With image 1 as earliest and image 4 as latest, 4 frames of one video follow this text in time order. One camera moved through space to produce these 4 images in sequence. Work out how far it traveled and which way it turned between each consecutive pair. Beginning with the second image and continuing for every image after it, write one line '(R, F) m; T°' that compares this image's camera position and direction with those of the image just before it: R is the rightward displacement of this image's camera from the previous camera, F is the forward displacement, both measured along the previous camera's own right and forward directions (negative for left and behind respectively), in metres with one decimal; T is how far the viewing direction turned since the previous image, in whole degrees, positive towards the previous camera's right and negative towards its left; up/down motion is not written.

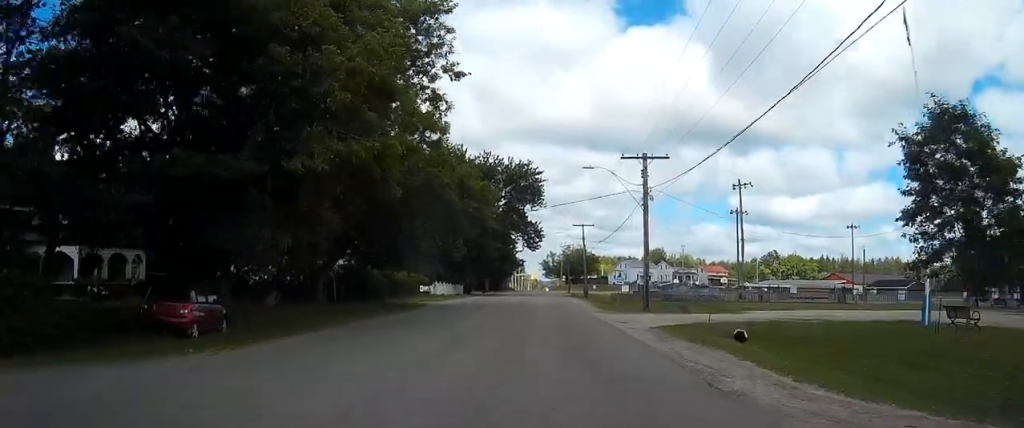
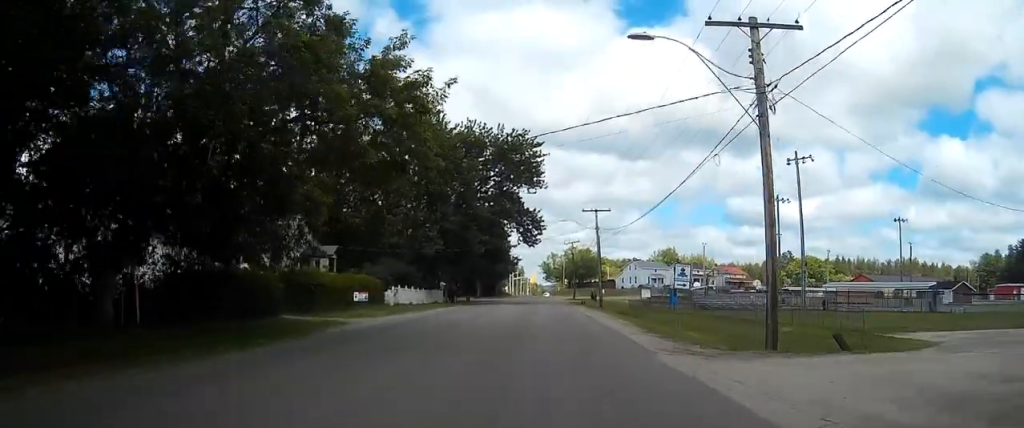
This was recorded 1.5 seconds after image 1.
(0.0, +20.8) m; 0°
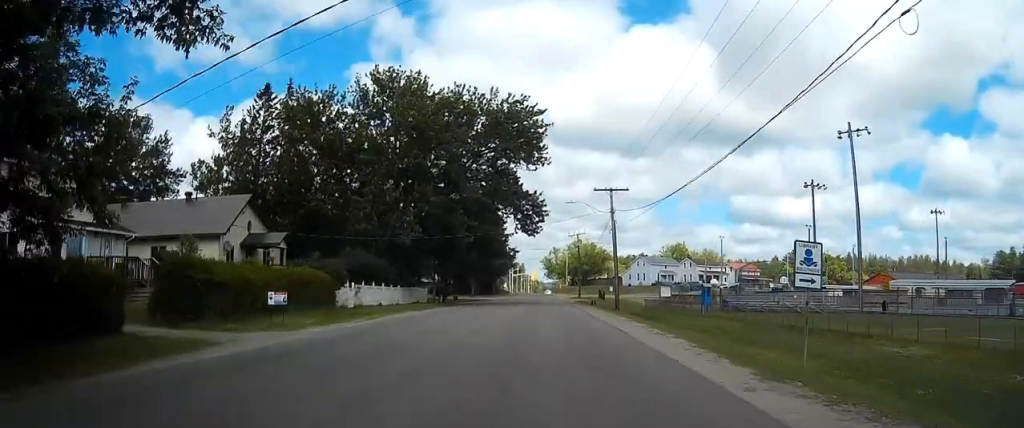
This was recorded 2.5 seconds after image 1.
(-0.1, +12.5) m; -1°
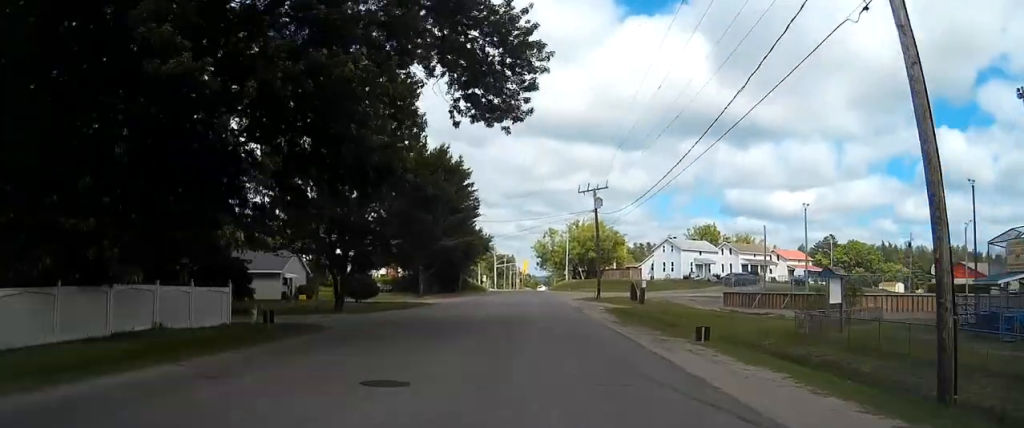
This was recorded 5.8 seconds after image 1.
(+0.3, +43.9) m; 0°
